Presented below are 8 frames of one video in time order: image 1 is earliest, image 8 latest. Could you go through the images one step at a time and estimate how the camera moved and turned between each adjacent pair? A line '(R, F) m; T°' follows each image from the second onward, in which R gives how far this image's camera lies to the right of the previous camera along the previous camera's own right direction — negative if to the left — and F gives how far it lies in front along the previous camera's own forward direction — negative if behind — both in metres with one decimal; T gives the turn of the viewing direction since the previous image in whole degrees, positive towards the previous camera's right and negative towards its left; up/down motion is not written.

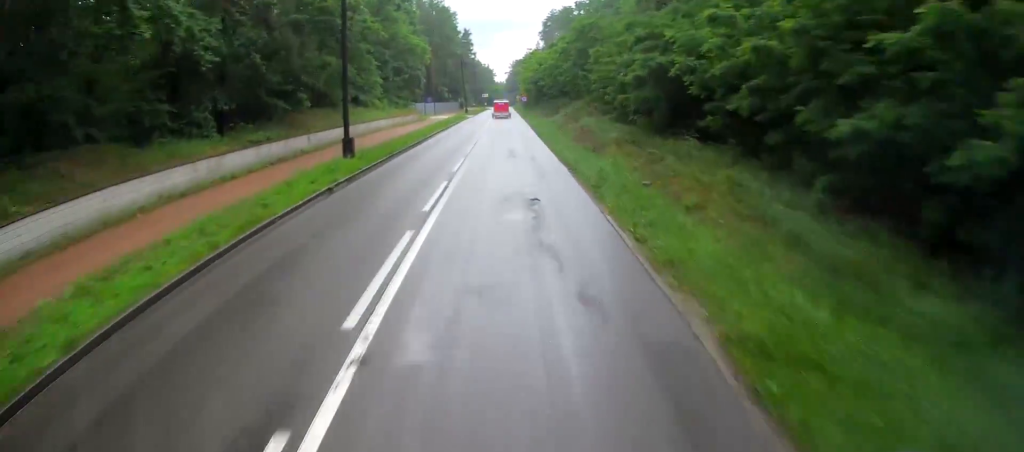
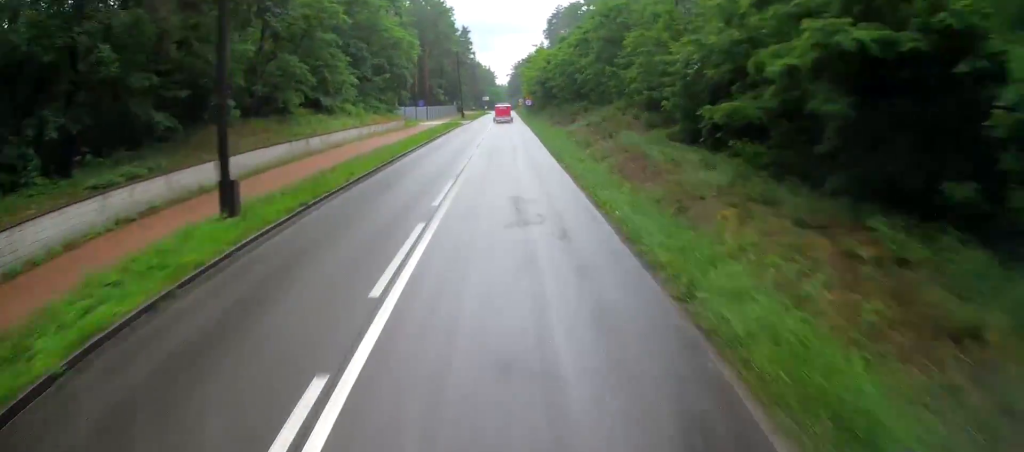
(-0.2, +11.1) m; 0°
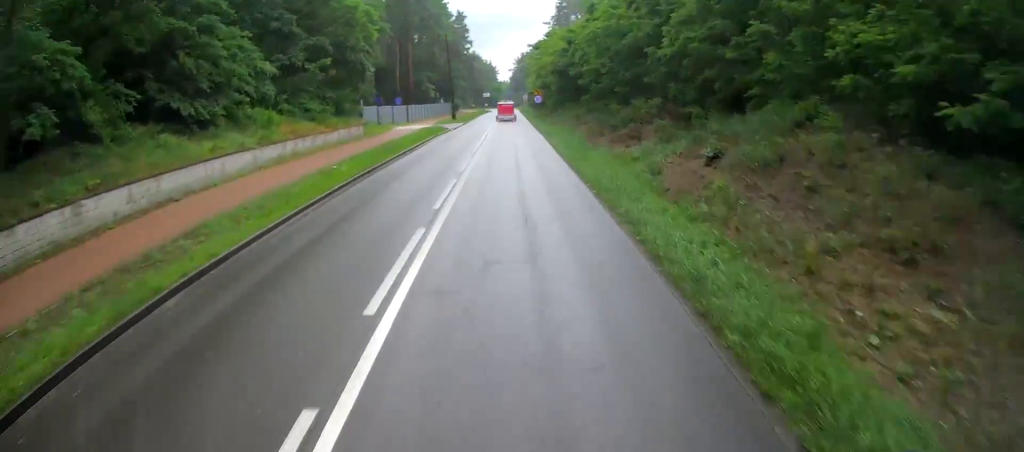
(0.0, +19.0) m; +1°
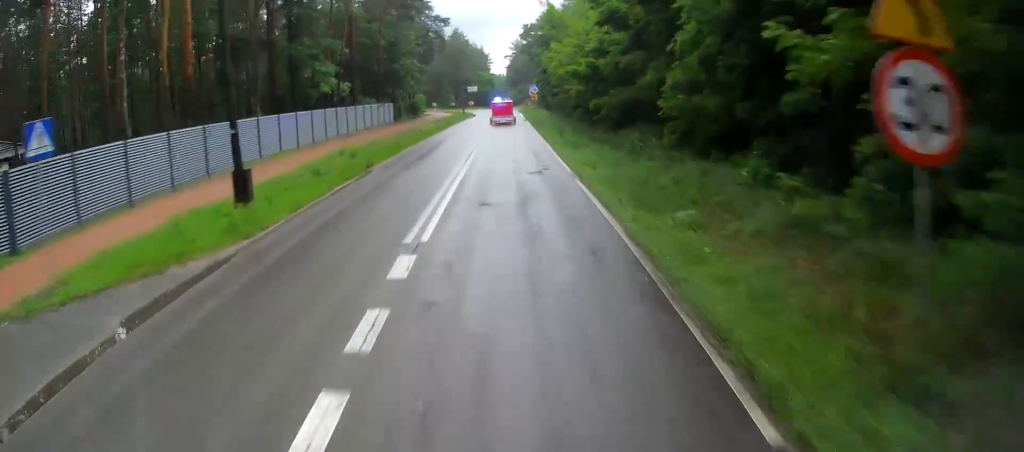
(0.0, +56.5) m; -1°
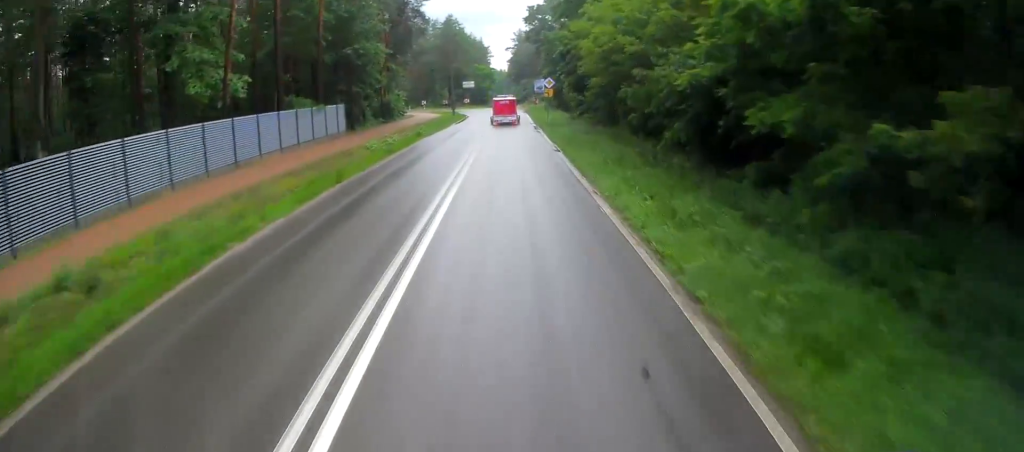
(+0.1, +19.1) m; 0°
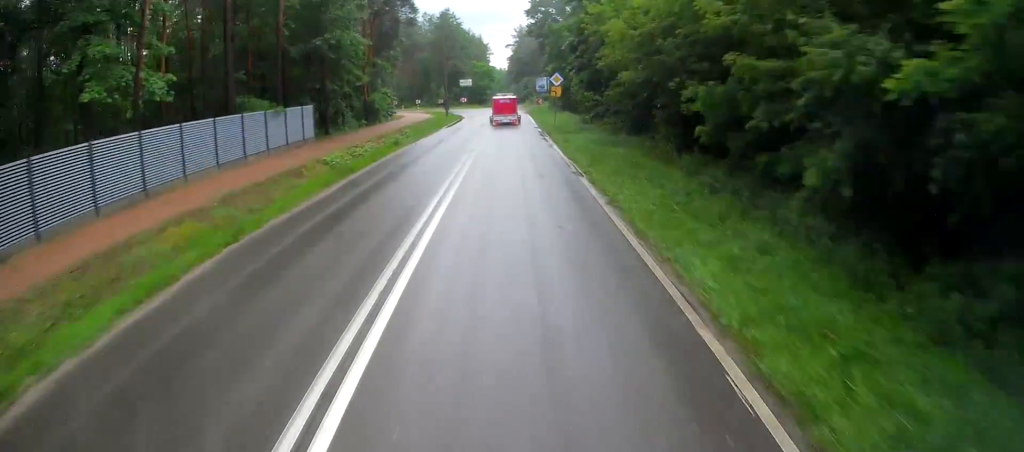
(0.0, +7.2) m; 0°
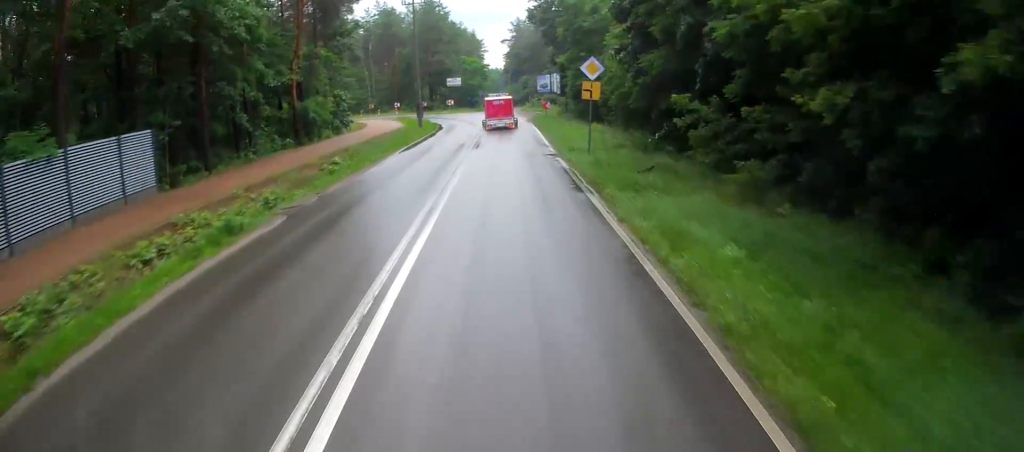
(0.0, +17.4) m; 0°
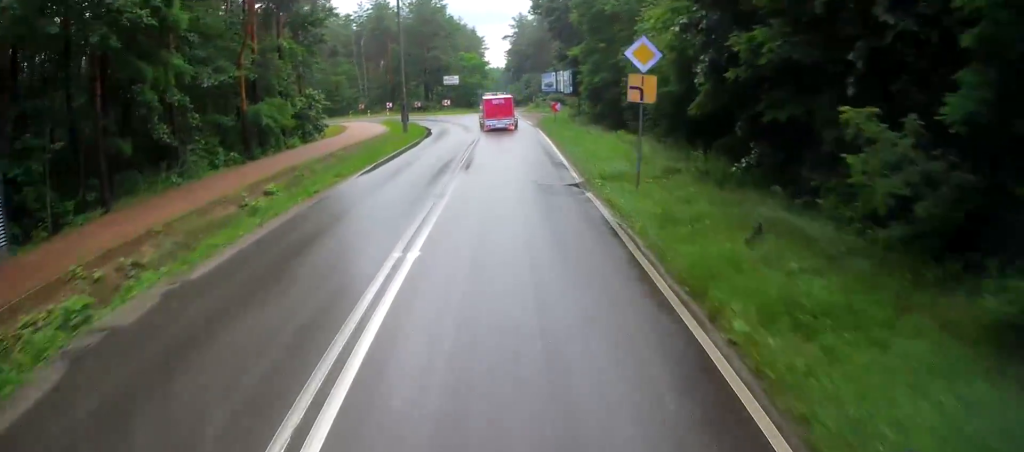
(0.0, +7.7) m; 0°
